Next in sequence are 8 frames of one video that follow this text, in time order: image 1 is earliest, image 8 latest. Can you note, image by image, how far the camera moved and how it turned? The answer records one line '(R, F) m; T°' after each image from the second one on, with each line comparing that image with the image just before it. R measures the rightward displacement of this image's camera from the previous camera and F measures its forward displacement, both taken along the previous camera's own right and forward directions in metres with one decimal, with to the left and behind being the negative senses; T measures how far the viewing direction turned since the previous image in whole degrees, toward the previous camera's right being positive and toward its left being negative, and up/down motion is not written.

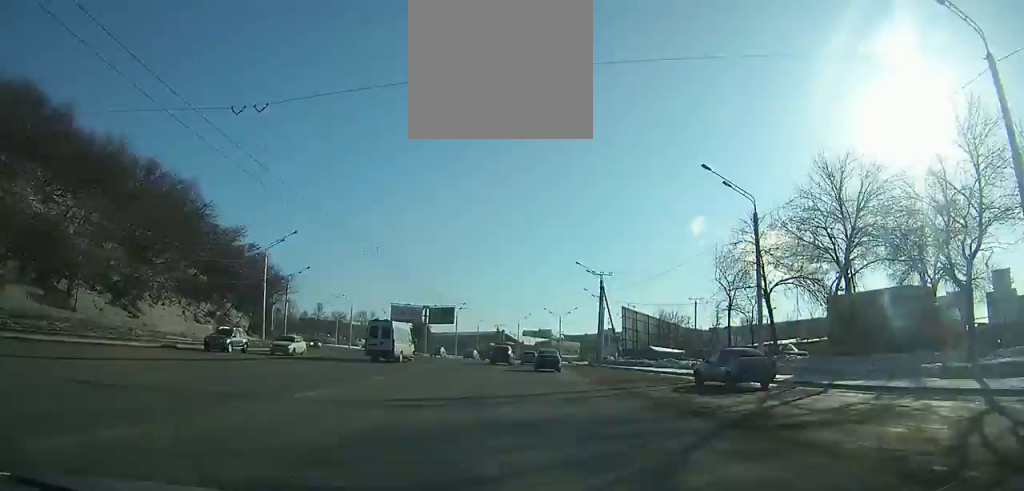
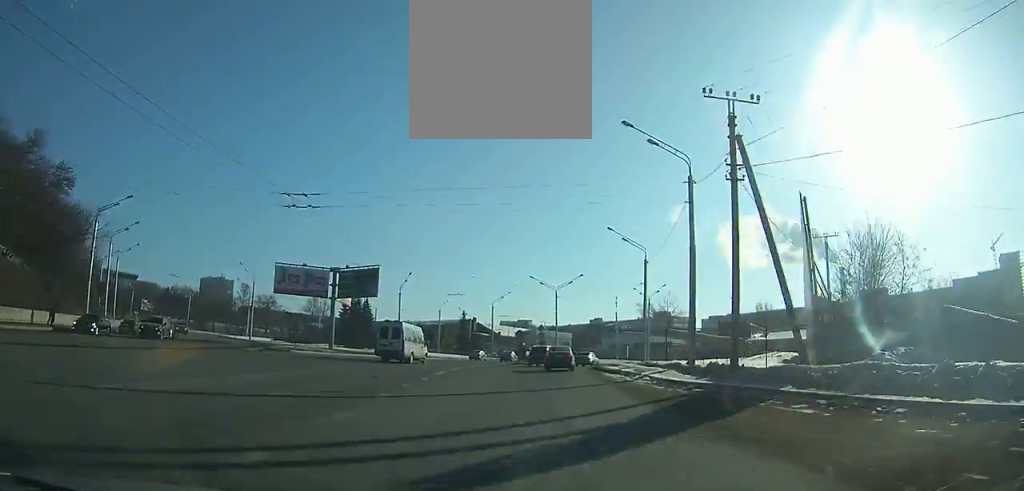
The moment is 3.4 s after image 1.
(+0.6, +42.0) m; +4°
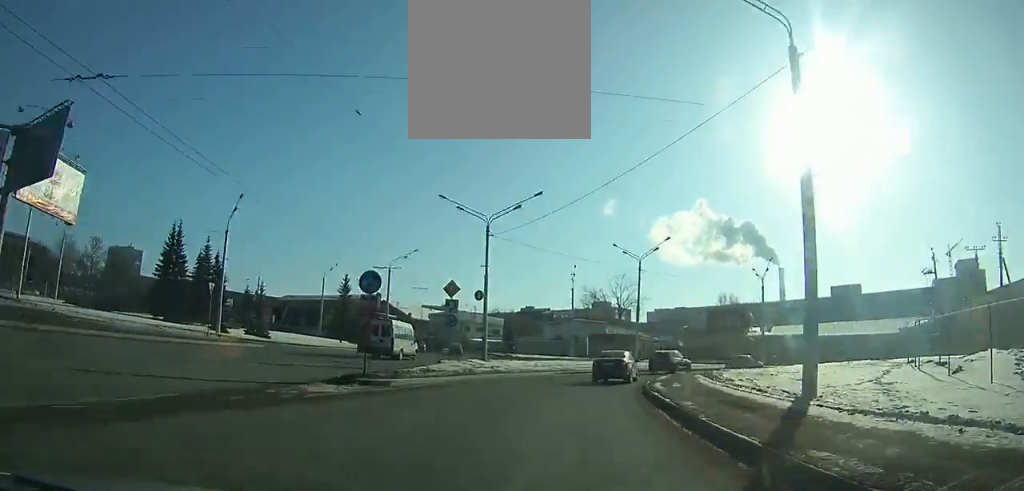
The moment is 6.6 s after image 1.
(+2.1, +36.2) m; +13°
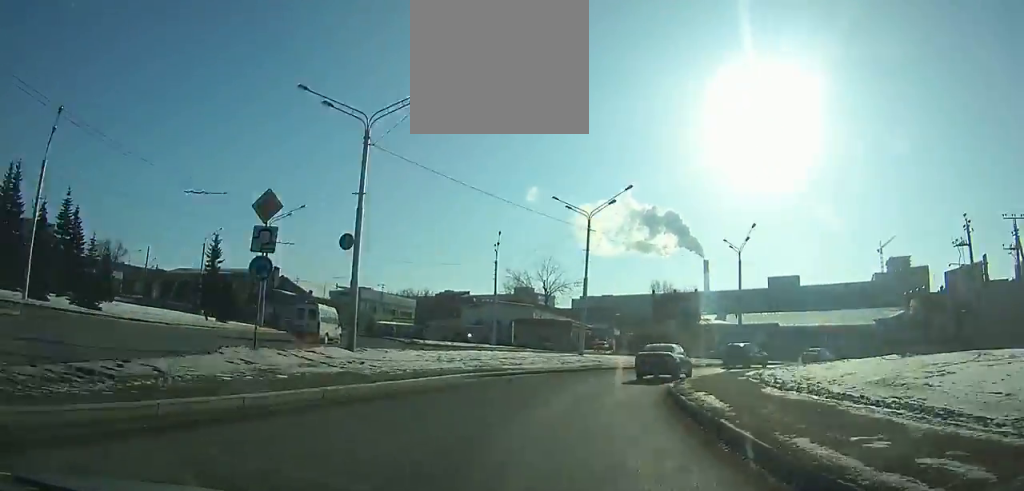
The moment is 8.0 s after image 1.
(+1.6, +14.3) m; +11°
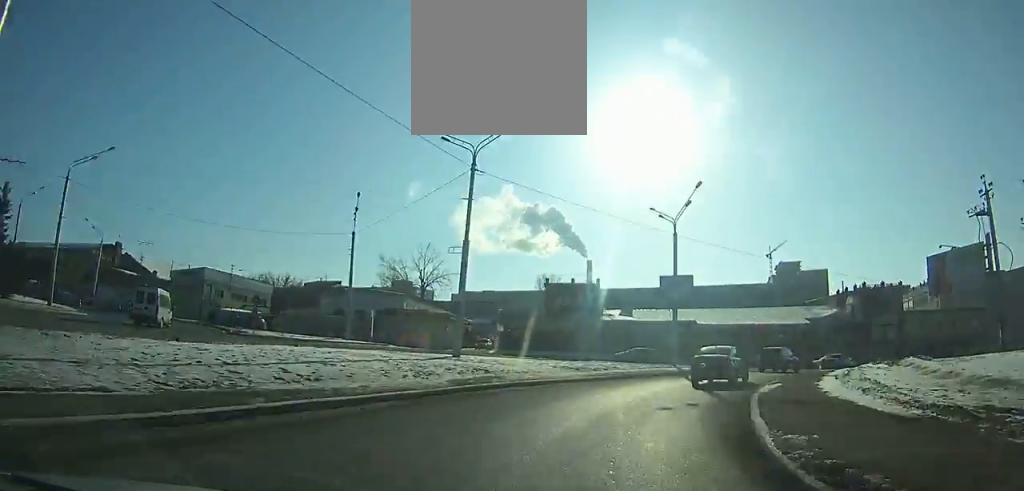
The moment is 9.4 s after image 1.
(+0.5, +14.1) m; +13°
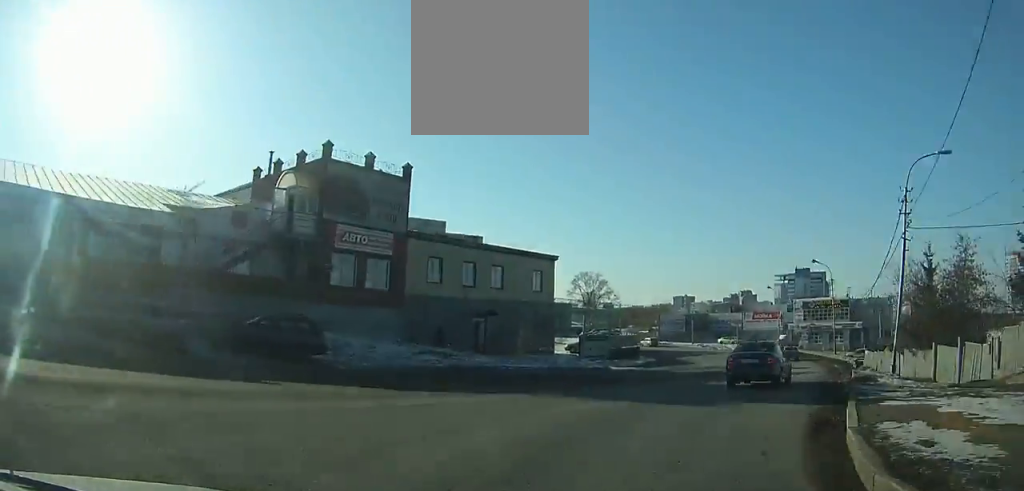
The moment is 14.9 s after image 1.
(+25.6, +40.6) m; +59°
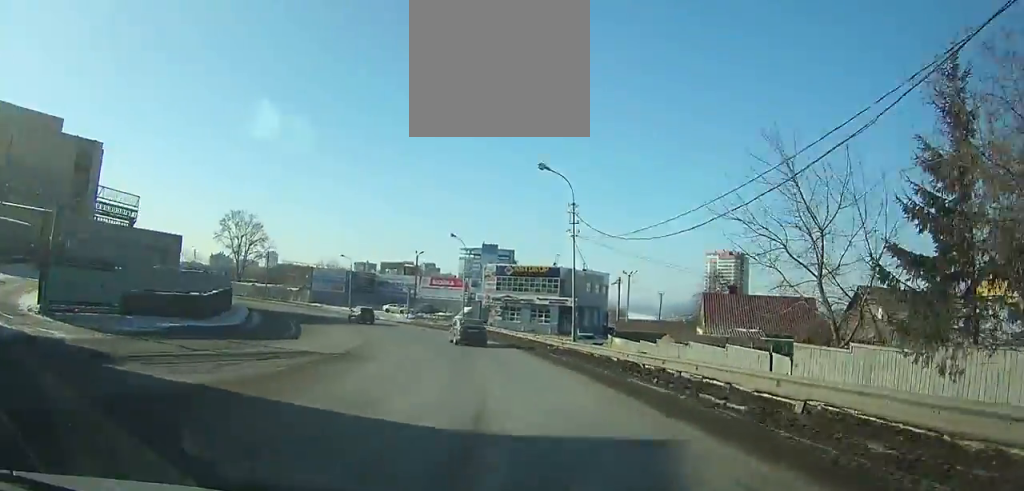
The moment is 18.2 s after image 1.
(+6.7, +32.8) m; +8°
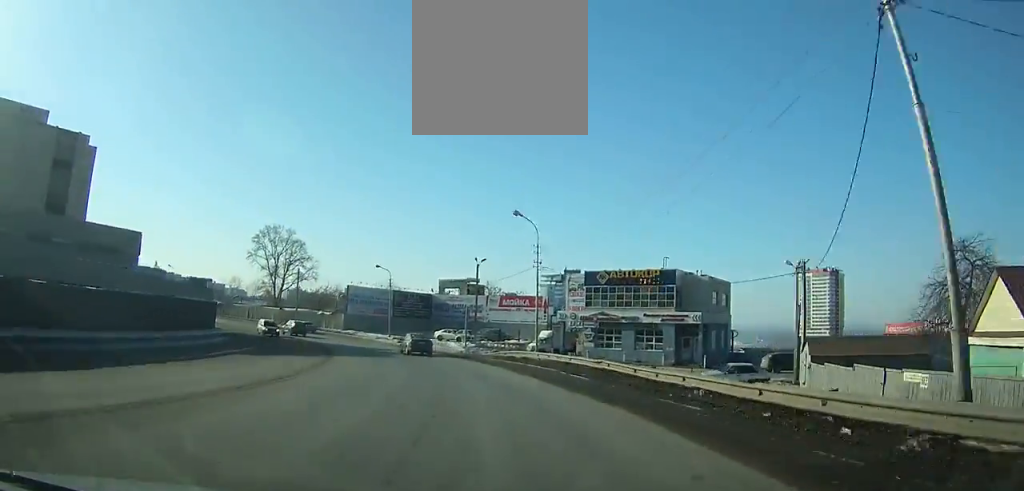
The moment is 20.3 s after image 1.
(-0.9, +23.3) m; -8°
